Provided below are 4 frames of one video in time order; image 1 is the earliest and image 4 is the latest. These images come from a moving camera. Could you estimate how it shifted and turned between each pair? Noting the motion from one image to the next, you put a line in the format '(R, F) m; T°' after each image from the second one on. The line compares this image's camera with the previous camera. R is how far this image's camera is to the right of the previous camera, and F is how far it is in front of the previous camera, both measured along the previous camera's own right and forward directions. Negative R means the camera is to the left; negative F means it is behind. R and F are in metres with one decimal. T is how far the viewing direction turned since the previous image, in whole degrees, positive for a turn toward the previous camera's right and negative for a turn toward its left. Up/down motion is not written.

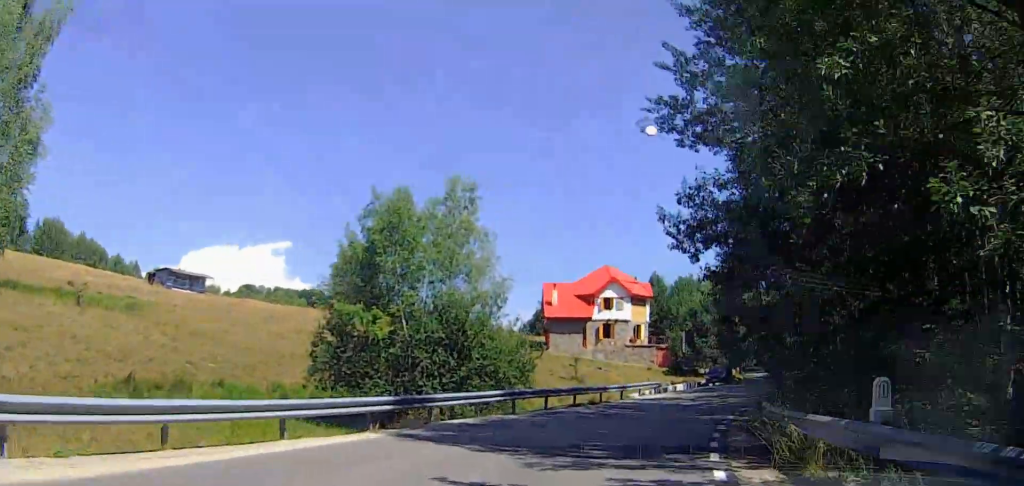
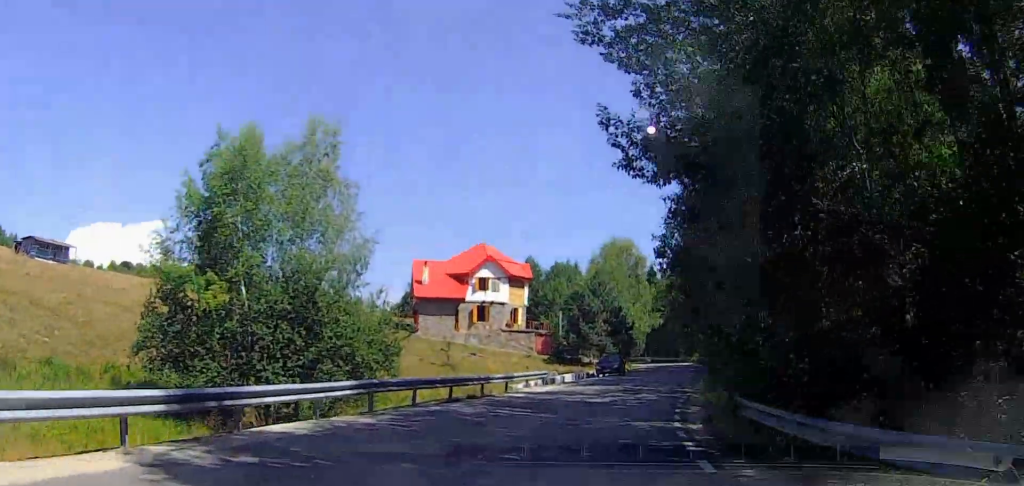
(+0.5, +6.0) m; +6°
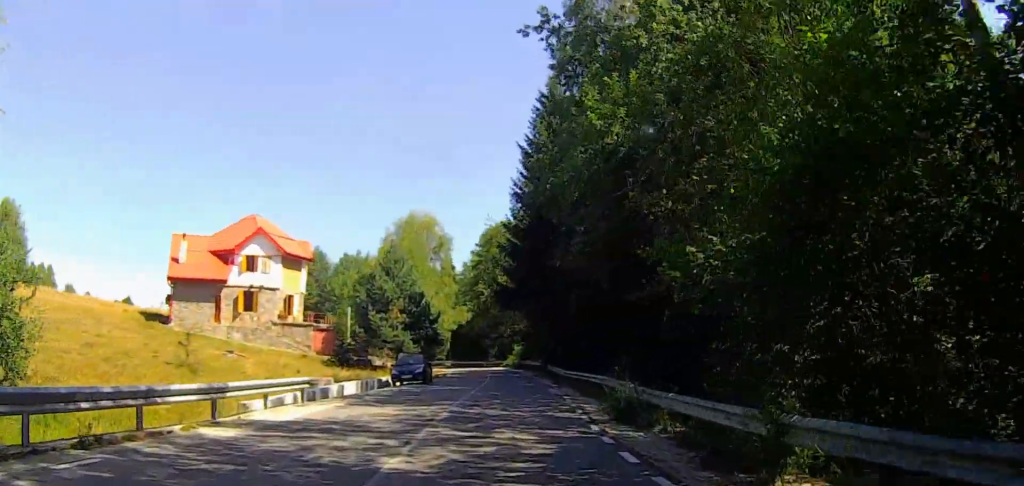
(+1.8, +13.7) m; +19°
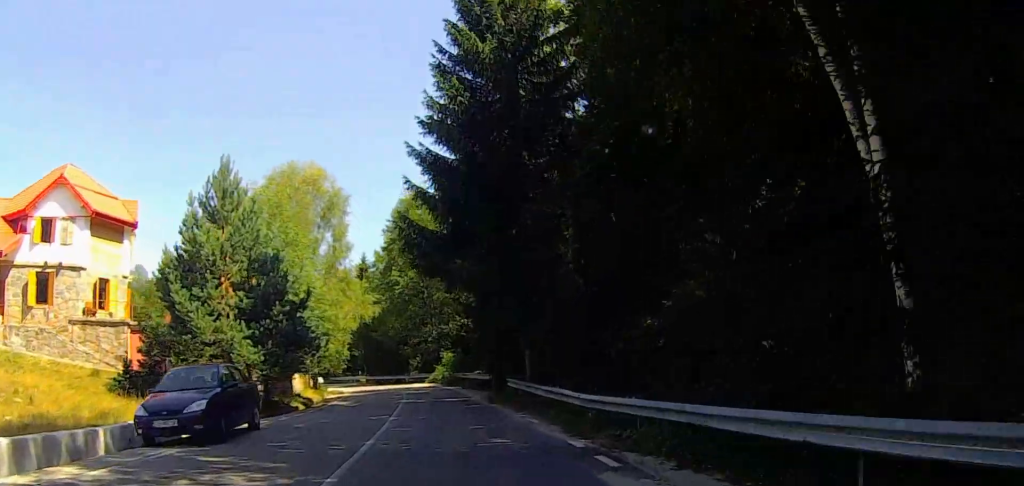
(+3.3, +20.6) m; +8°
